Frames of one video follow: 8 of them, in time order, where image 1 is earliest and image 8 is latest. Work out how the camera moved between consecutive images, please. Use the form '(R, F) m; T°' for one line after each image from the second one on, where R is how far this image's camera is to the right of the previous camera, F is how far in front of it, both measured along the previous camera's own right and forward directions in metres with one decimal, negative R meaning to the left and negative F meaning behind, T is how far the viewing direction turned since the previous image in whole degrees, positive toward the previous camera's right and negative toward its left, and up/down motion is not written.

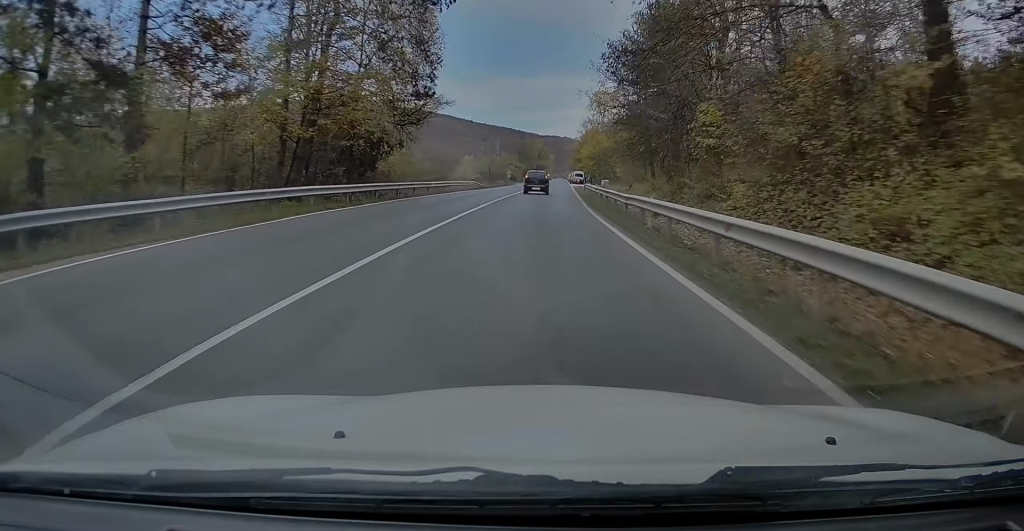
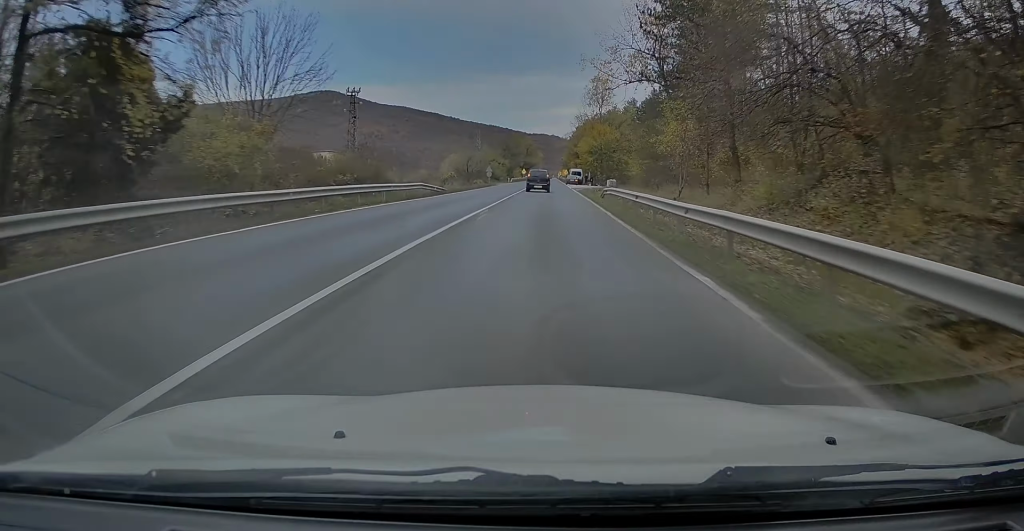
(+0.5, +23.5) m; +2°
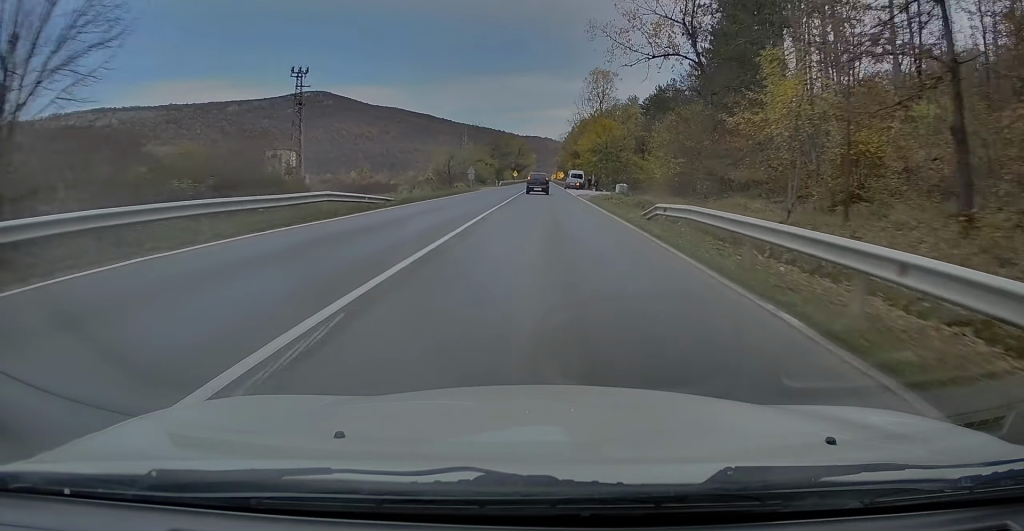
(0.0, +16.2) m; 0°
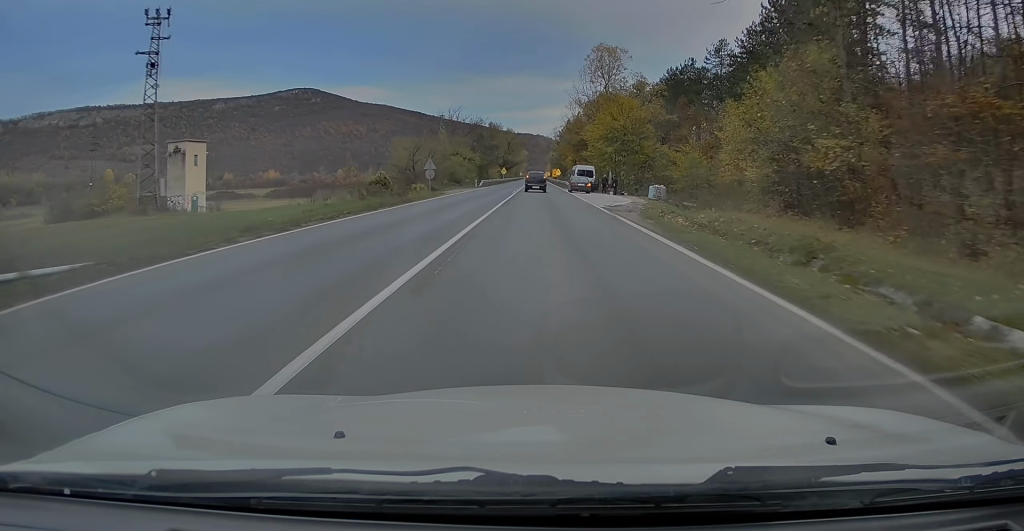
(+0.2, +23.9) m; +1°
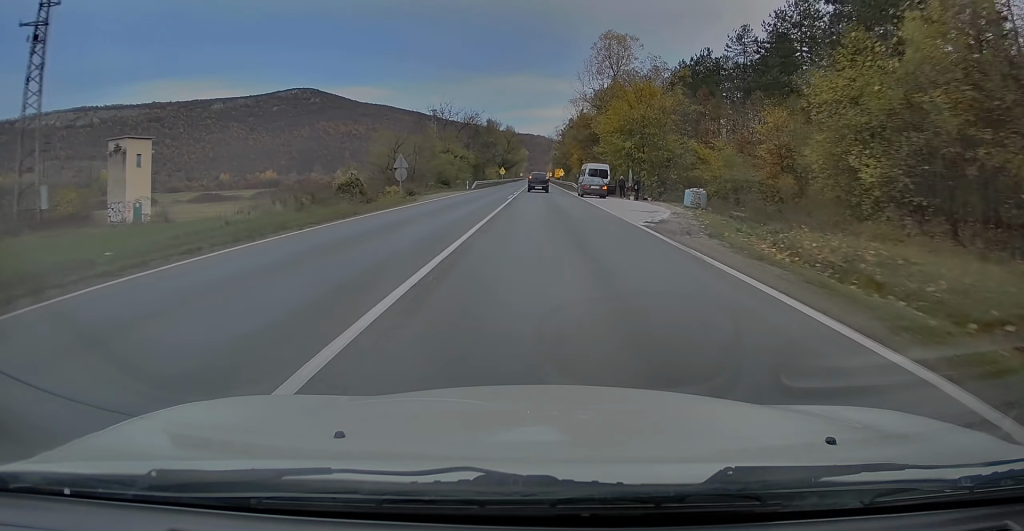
(+0.3, +10.7) m; 0°
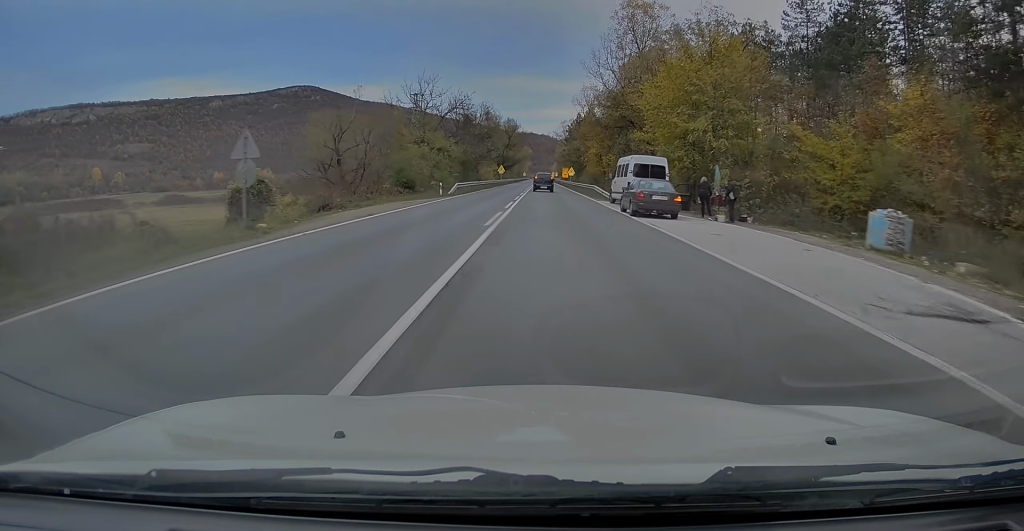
(-0.3, +20.1) m; -1°
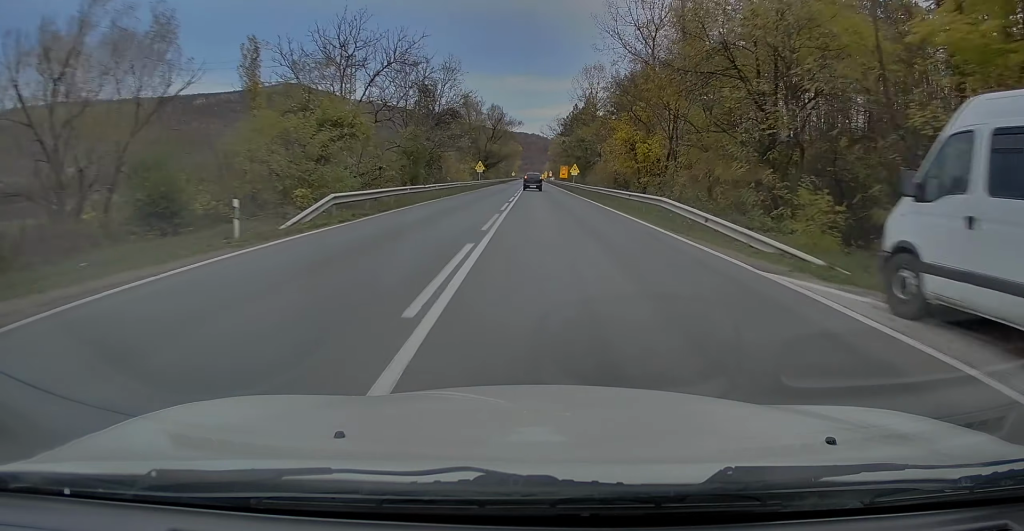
(-0.1, +27.8) m; 0°
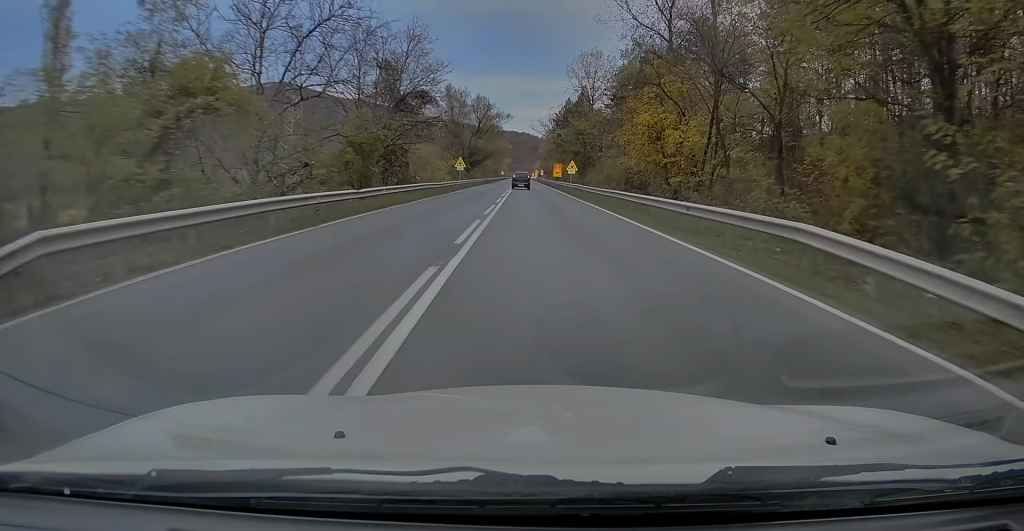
(0.0, +11.9) m; +1°
